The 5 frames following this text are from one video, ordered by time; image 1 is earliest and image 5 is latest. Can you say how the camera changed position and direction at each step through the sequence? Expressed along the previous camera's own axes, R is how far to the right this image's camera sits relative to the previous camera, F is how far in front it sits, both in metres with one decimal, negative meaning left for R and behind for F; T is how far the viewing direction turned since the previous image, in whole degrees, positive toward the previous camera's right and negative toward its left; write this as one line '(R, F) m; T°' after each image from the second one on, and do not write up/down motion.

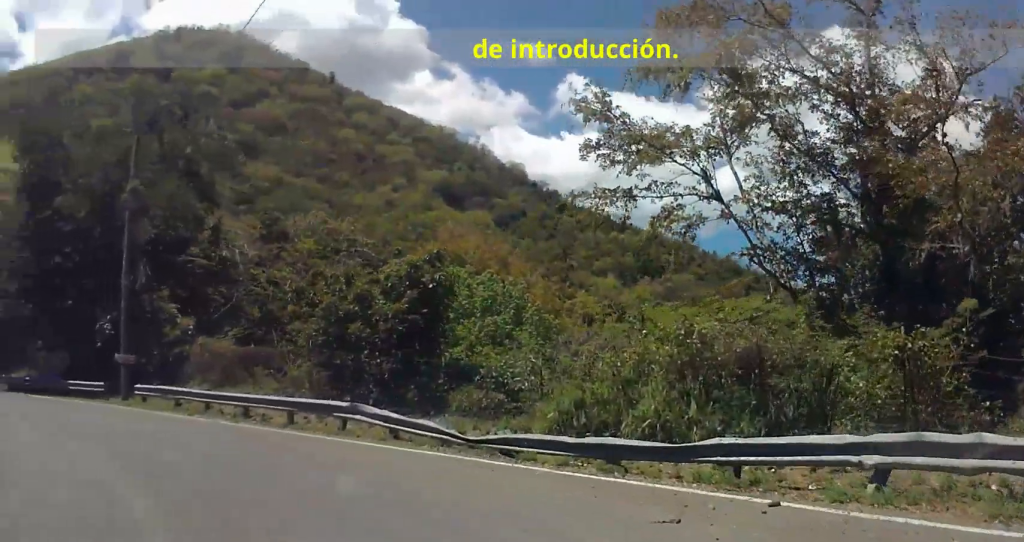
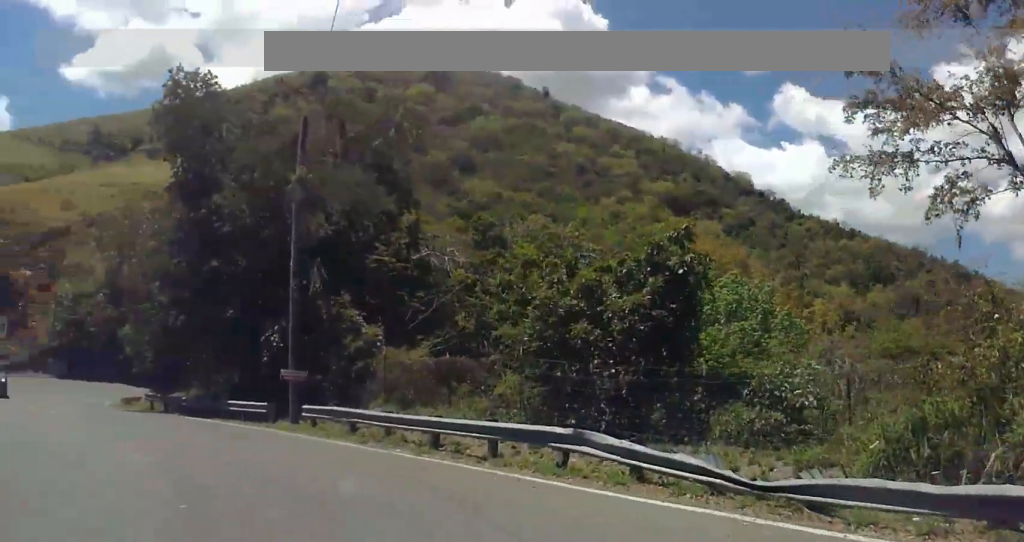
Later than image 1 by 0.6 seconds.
(-1.1, +4.3) m; -13°
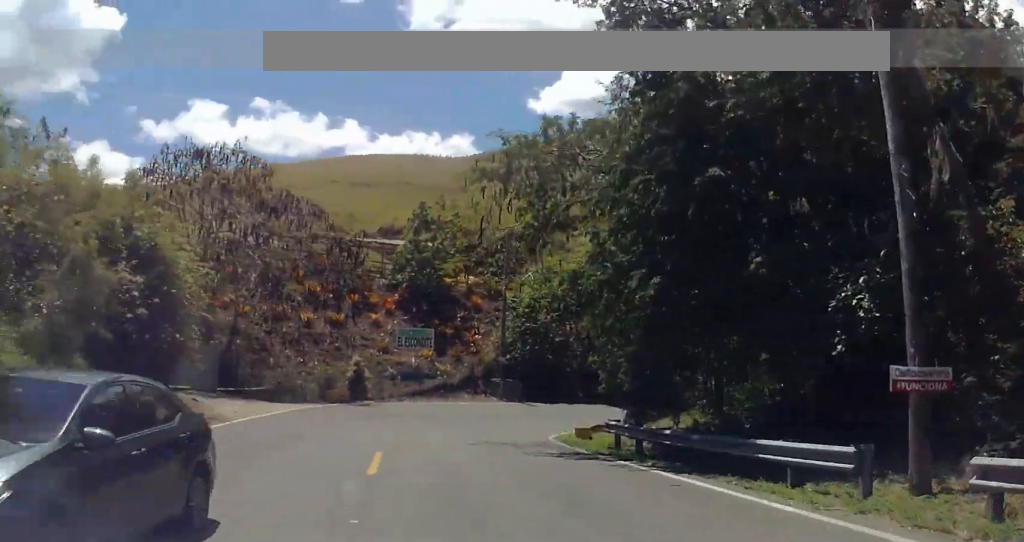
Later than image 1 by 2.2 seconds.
(-4.3, +10.3) m; -50°
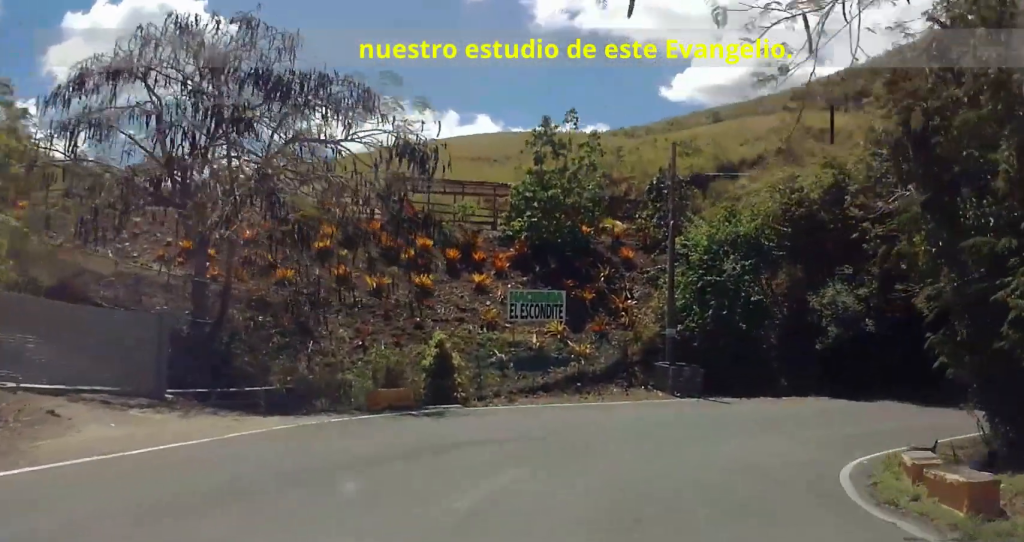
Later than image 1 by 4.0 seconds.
(-3.2, +15.4) m; -12°
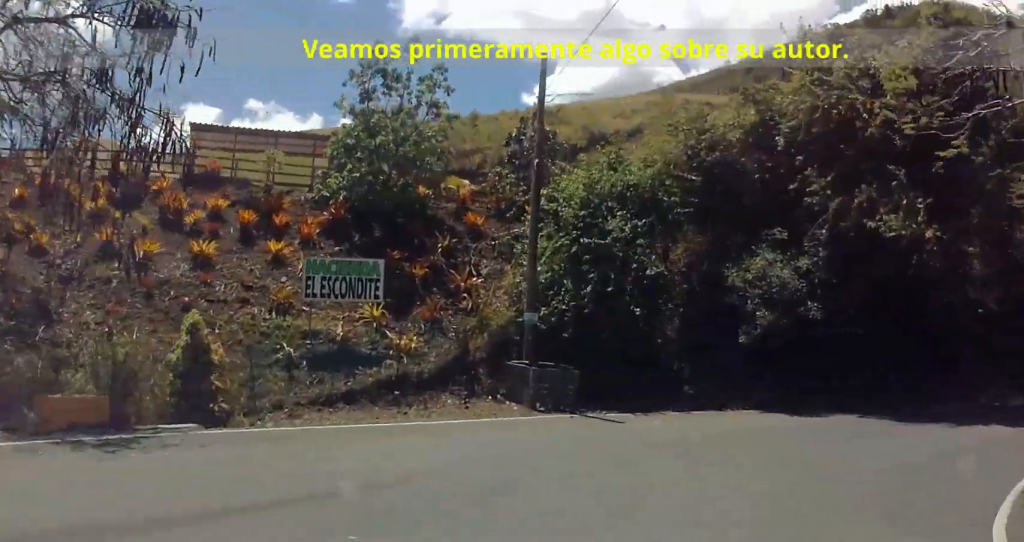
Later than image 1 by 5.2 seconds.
(-0.2, +9.9) m; +2°
